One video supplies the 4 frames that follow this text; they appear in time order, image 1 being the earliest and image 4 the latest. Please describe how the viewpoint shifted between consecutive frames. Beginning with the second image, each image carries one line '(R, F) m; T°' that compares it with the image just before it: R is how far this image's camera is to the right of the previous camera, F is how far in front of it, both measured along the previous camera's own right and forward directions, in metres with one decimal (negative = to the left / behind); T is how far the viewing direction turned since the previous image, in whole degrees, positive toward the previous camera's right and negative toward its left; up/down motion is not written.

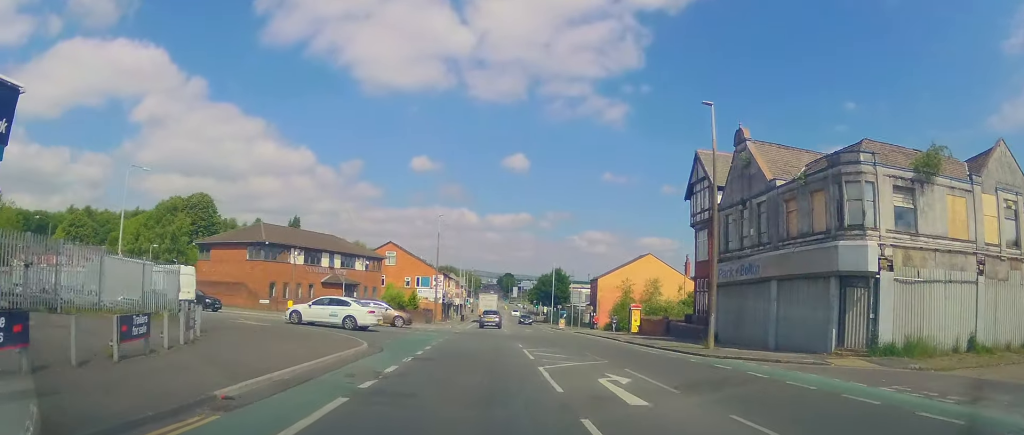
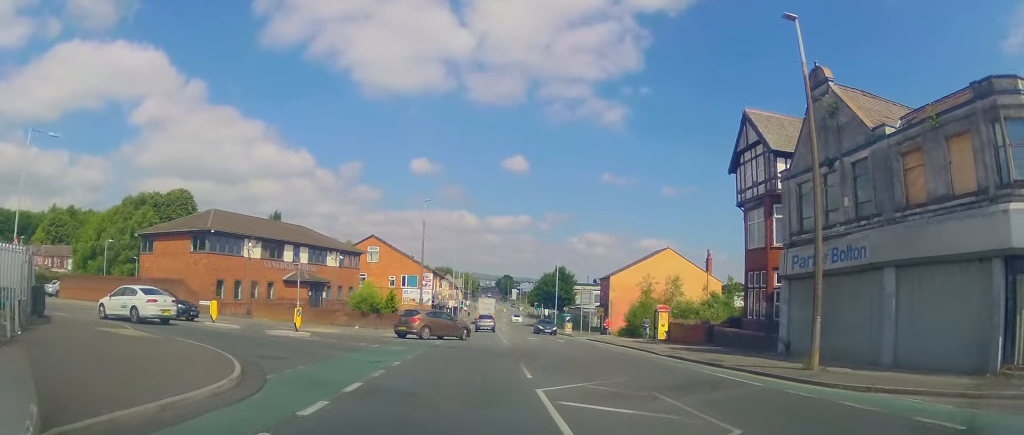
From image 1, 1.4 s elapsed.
(-0.3, +8.9) m; -4°
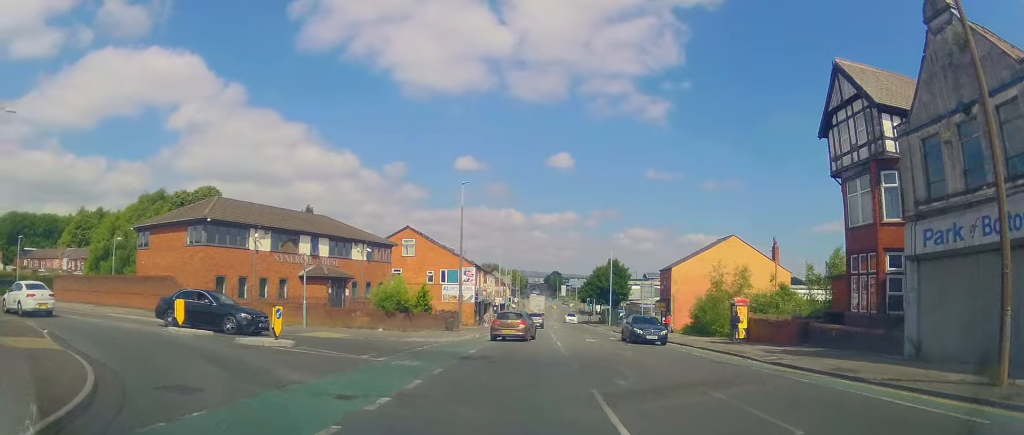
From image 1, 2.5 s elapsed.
(-0.2, +6.1) m; -8°
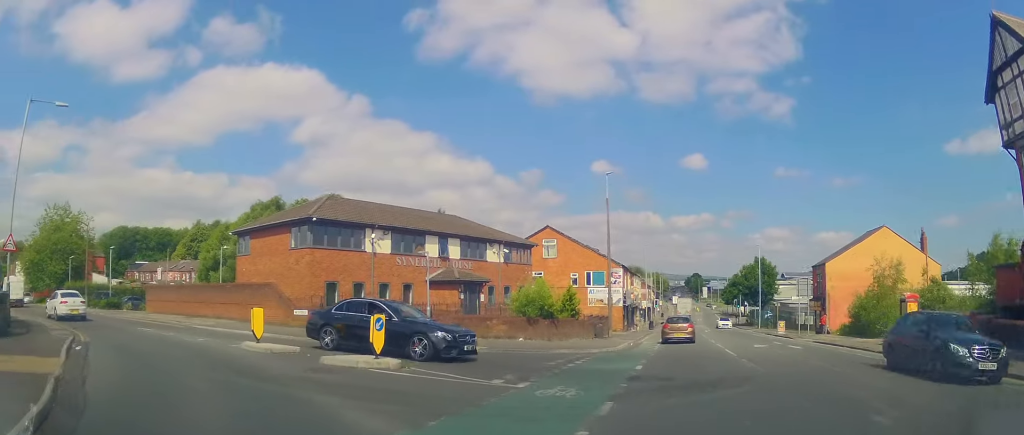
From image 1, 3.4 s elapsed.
(-0.3, +4.1) m; -13°
